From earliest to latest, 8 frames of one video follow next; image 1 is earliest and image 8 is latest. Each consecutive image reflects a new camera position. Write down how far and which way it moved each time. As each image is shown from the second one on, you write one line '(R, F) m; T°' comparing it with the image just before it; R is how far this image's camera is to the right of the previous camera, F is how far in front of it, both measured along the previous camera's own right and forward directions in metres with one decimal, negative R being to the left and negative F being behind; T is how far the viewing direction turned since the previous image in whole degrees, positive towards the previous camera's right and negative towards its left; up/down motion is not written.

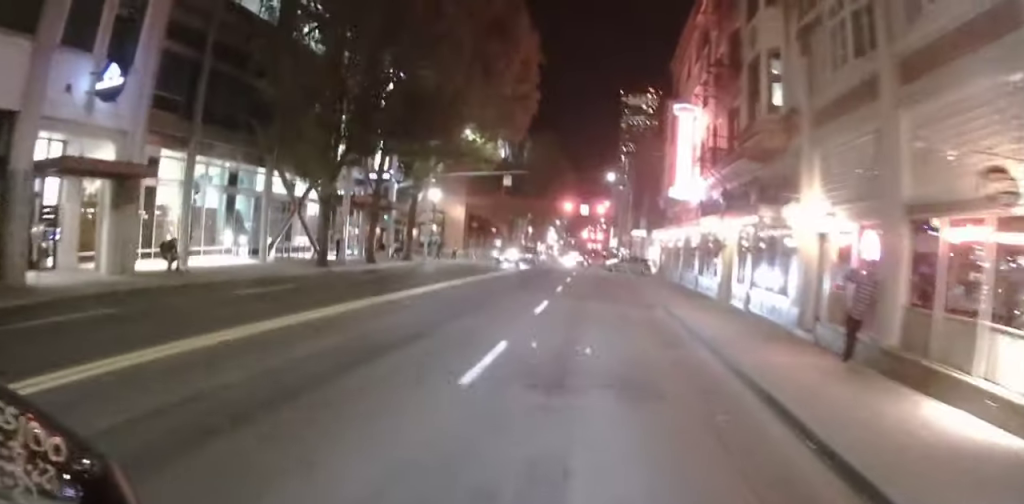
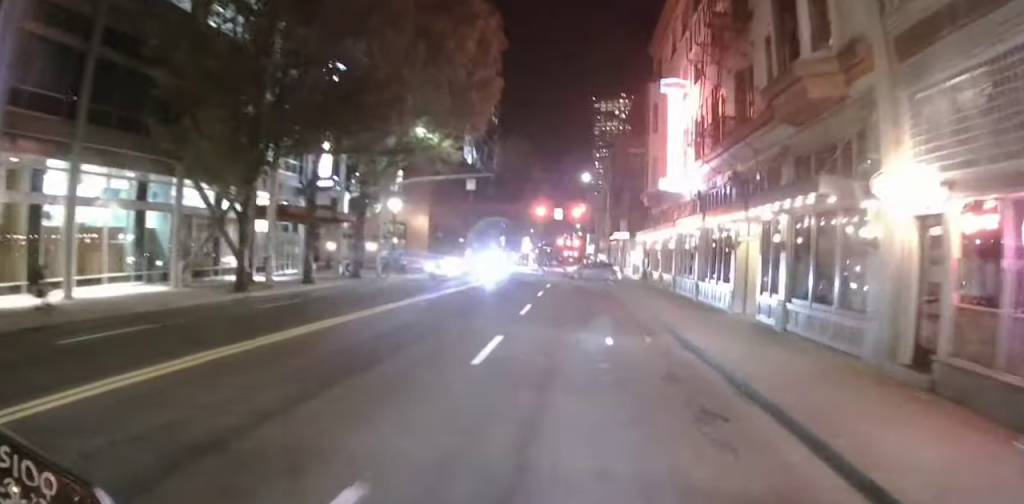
(+0.1, +5.4) m; -2°
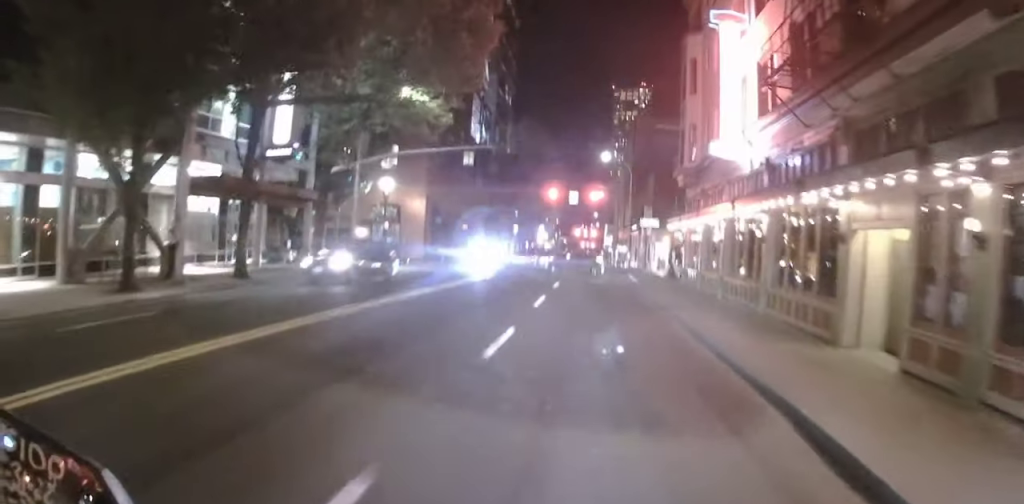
(-0.6, +8.0) m; +1°
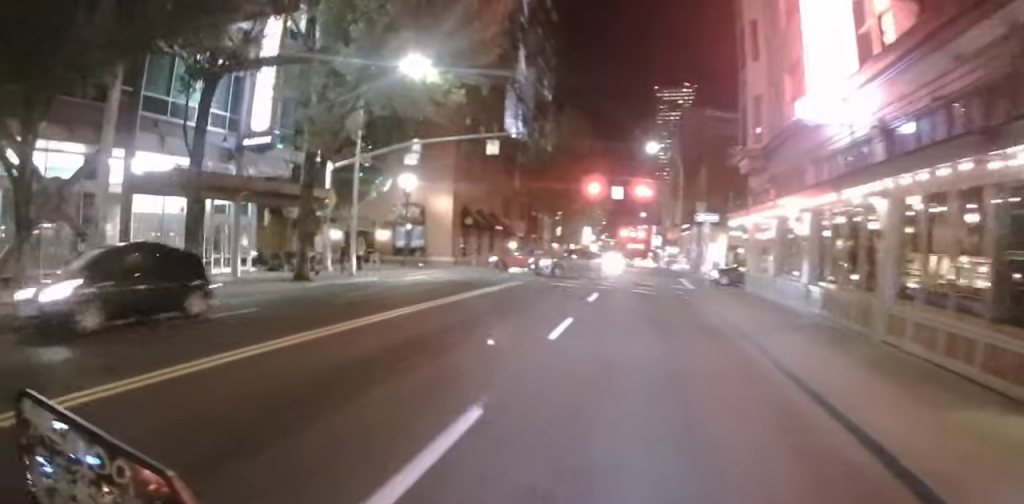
(+0.6, +6.3) m; +5°
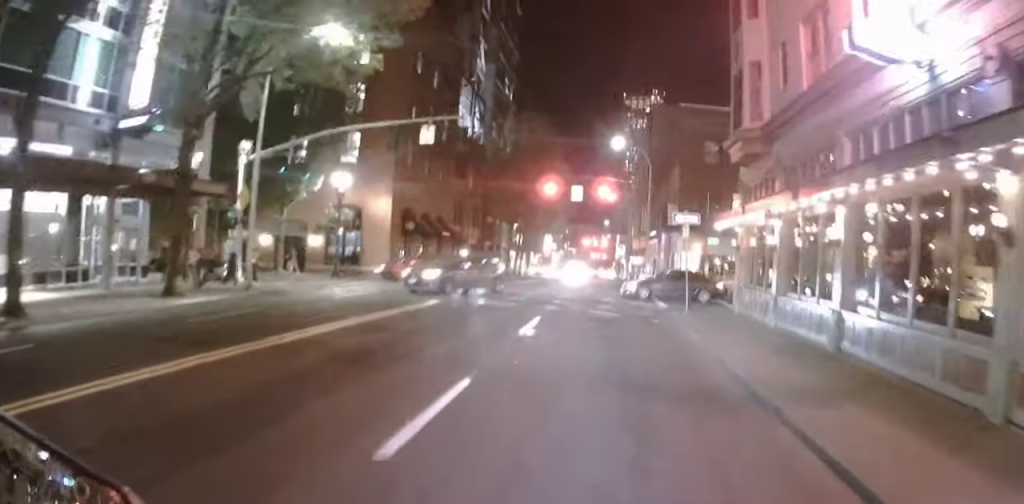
(+0.1, +6.6) m; +1°
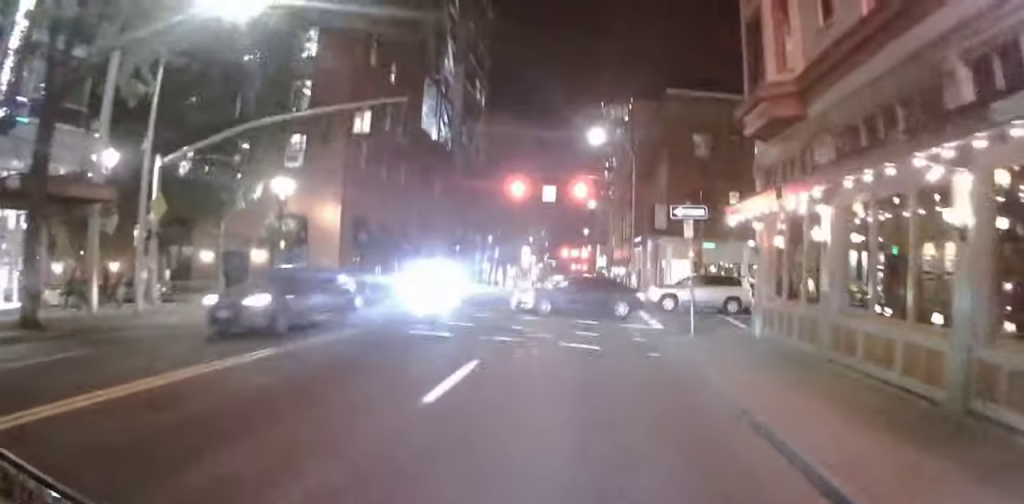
(0.0, +6.4) m; 0°
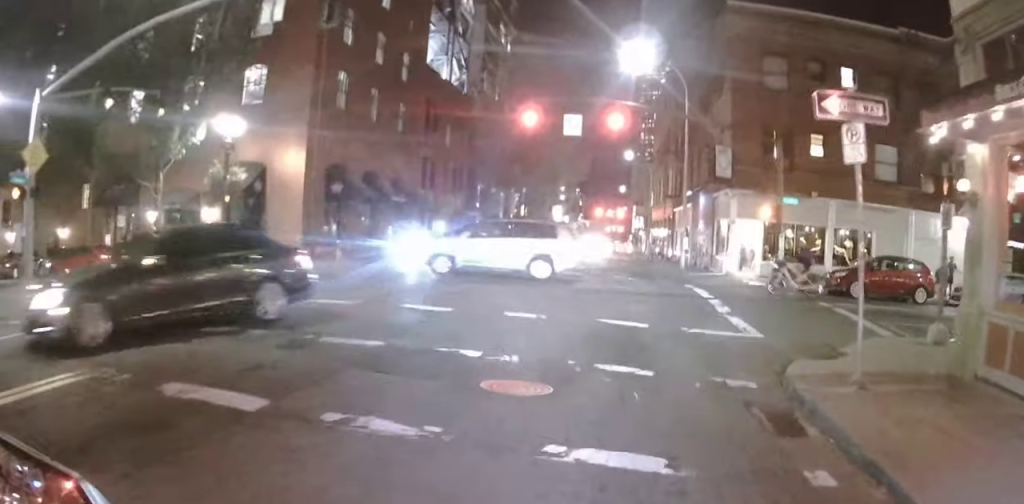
(0.0, +13.3) m; 0°
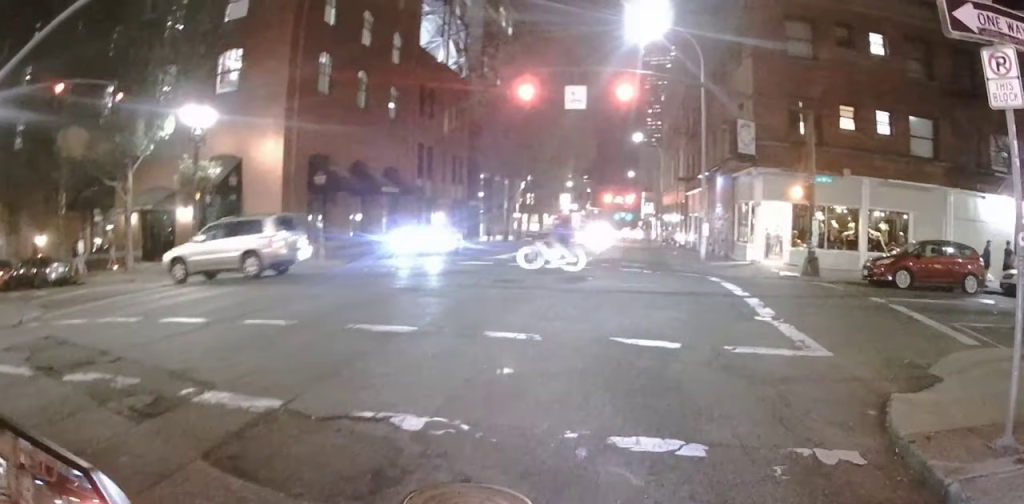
(0.0, +7.1) m; 0°
